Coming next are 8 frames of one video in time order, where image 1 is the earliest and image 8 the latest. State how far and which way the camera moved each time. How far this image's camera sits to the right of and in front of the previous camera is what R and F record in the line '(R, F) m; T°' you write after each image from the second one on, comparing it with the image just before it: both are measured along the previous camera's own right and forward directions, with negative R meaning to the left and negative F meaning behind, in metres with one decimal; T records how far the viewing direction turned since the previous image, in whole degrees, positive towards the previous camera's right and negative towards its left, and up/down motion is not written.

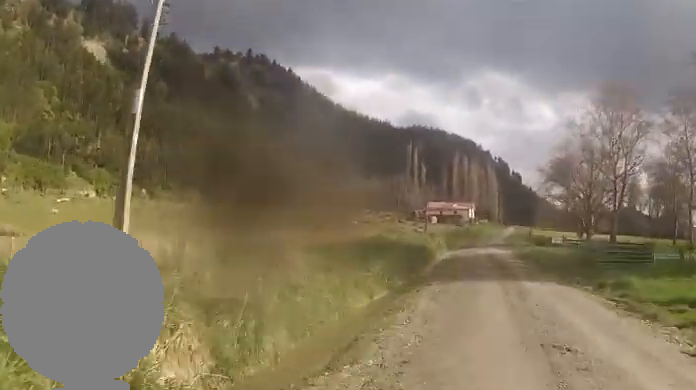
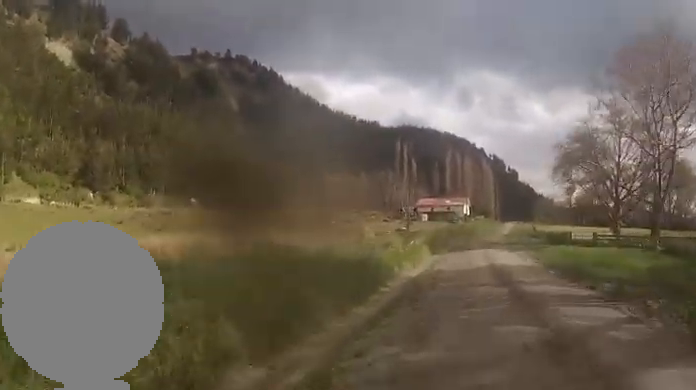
(0.0, +15.2) m; 0°
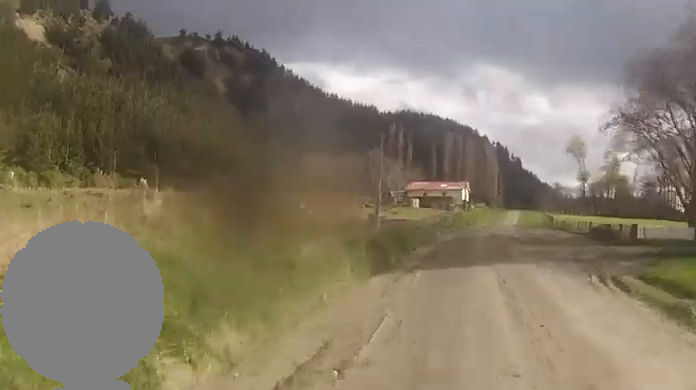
(+0.1, +19.8) m; +1°
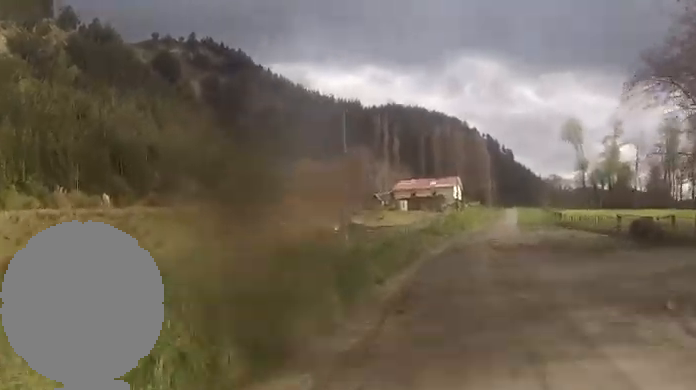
(+0.1, +9.4) m; 0°
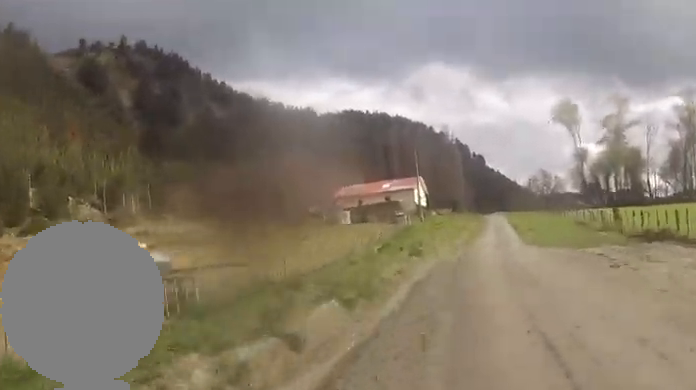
(+0.7, +29.9) m; +4°
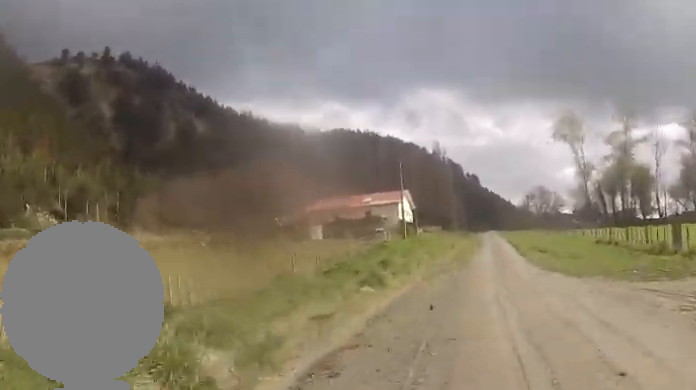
(+0.1, +9.2) m; +2°
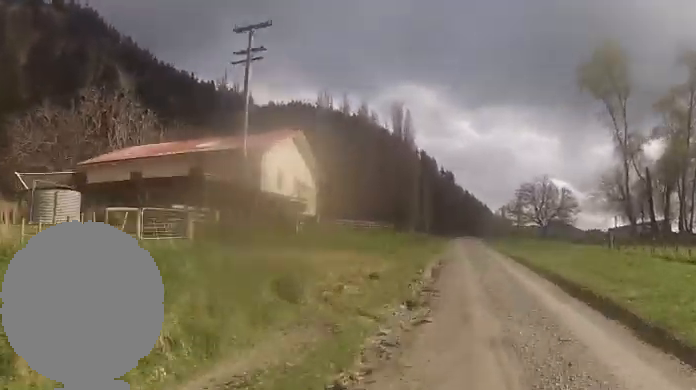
(+2.1, +35.6) m; 0°
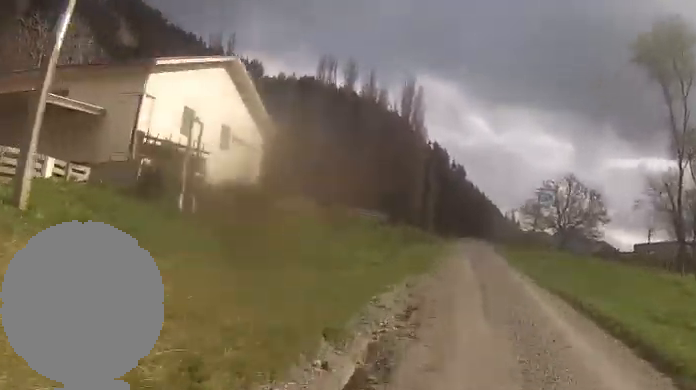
(-0.3, +11.8) m; -4°
